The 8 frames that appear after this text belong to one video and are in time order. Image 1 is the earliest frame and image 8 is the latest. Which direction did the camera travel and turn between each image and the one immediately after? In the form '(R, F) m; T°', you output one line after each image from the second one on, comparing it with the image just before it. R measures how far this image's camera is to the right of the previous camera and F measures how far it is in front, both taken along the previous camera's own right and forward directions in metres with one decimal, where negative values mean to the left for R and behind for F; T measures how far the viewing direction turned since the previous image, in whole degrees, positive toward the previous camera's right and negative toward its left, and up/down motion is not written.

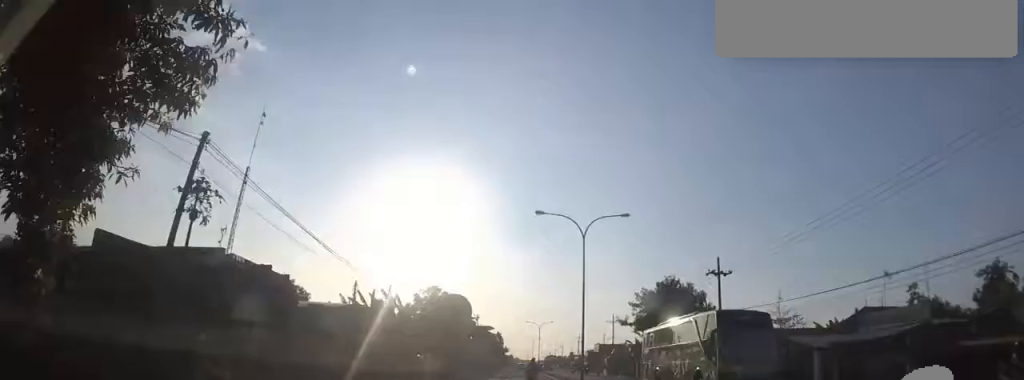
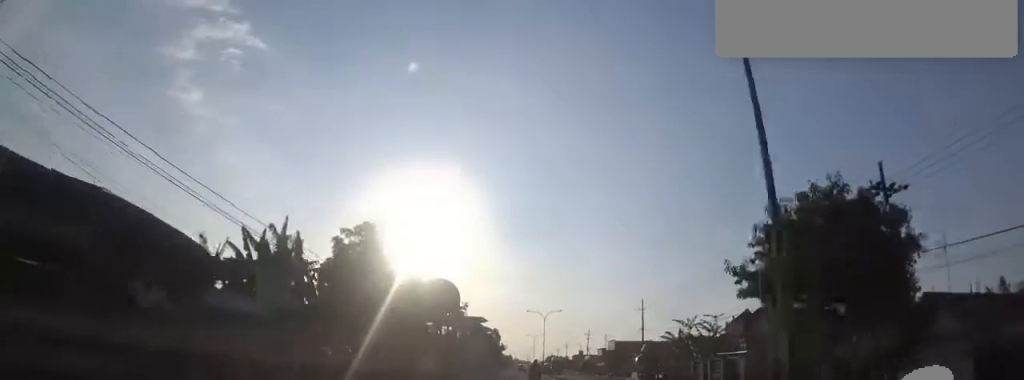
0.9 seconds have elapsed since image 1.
(+0.6, +20.7) m; 0°
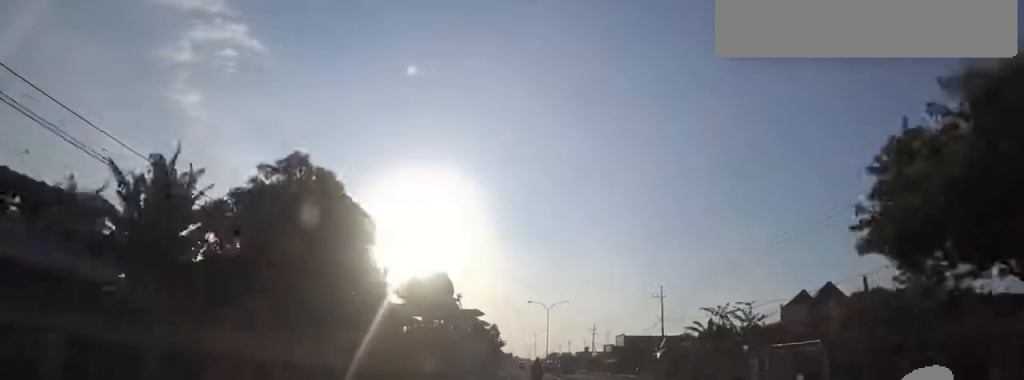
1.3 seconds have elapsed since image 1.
(-0.2, +9.0) m; -1°
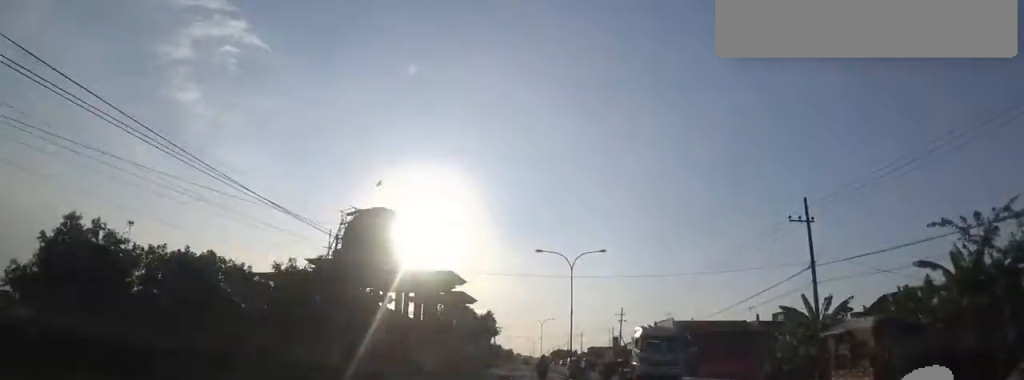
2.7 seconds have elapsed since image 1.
(-0.5, +29.9) m; 0°
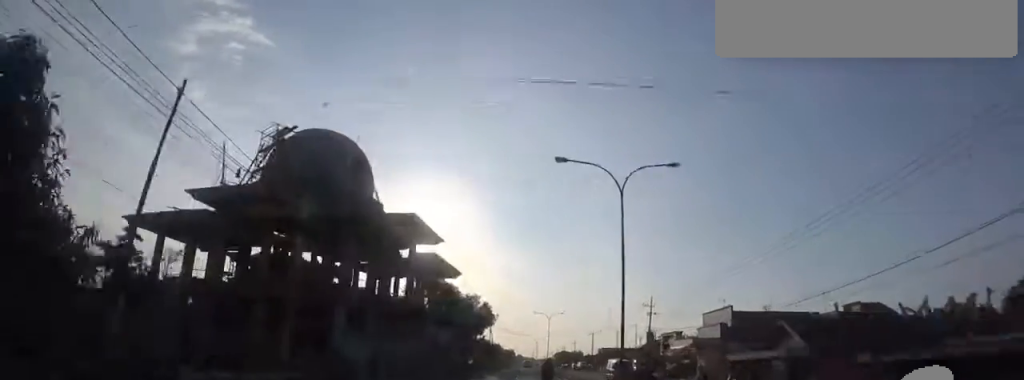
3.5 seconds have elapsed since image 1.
(+0.3, +17.9) m; 0°
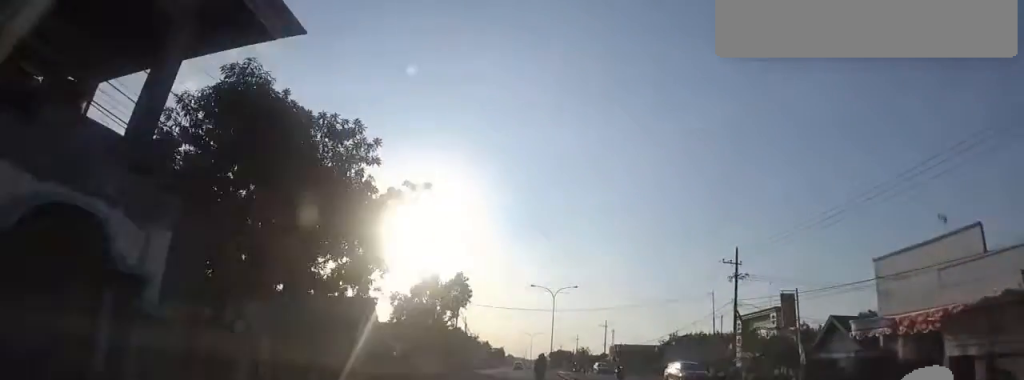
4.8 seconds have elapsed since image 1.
(-0.2, +30.0) m; +3°
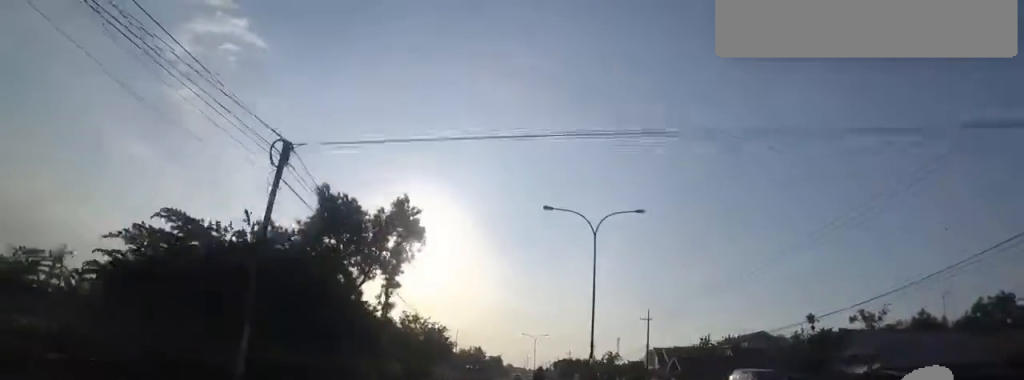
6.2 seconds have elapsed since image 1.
(+1.6, +31.6) m; 0°
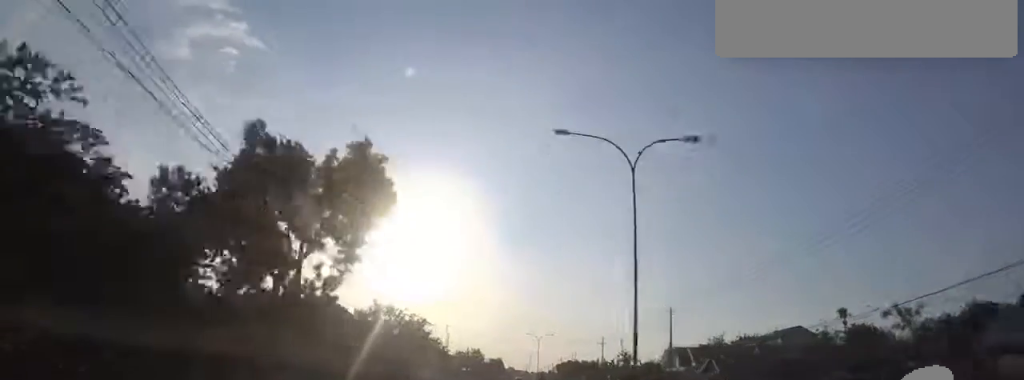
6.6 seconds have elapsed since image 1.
(-0.6, +9.1) m; -2°
